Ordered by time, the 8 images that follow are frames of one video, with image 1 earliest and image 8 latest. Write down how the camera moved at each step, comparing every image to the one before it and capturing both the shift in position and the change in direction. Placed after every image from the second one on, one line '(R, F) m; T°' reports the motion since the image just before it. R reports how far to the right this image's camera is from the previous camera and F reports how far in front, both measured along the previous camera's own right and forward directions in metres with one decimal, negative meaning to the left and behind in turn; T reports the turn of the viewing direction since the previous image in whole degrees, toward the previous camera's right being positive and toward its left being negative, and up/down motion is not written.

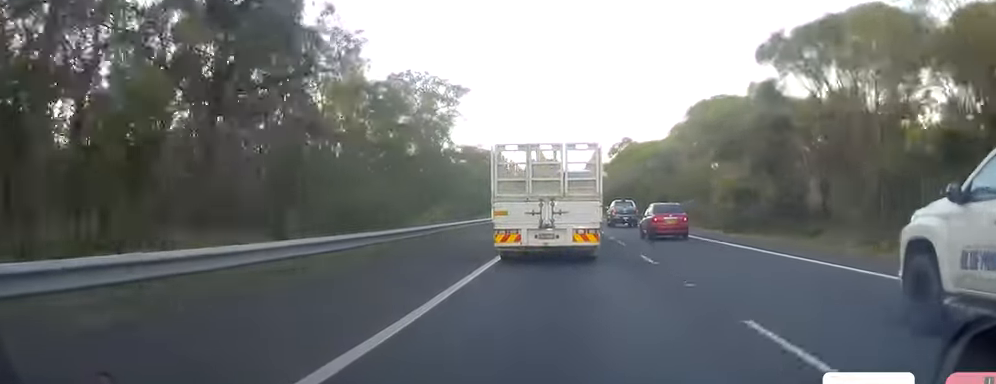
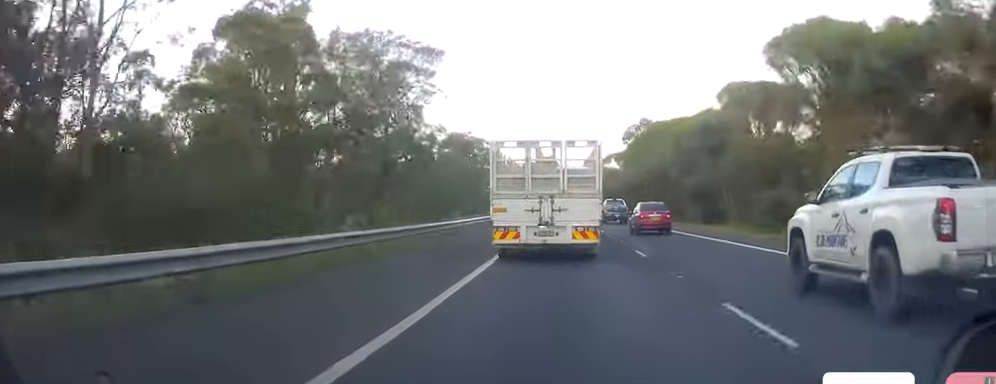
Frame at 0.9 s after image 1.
(-0.1, +22.4) m; +1°
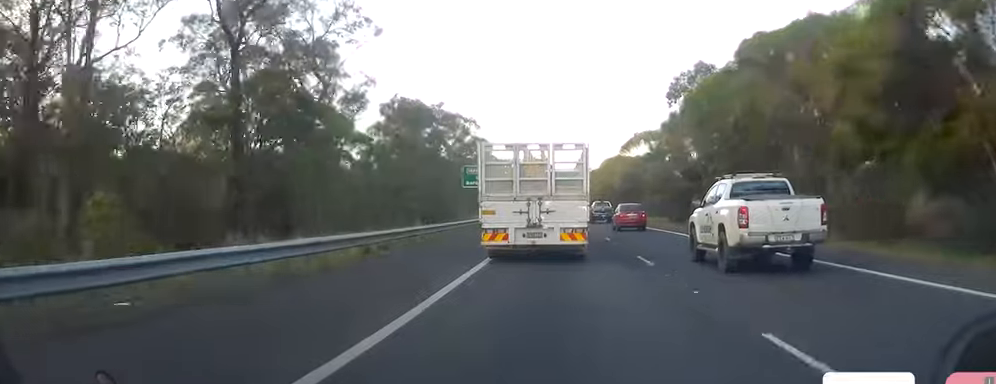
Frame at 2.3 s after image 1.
(+0.3, +38.0) m; -2°
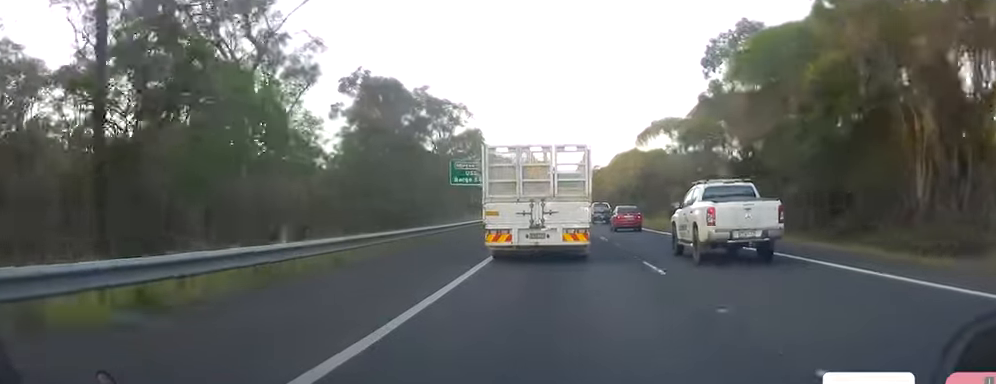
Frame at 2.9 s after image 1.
(-0.6, +13.8) m; -1°
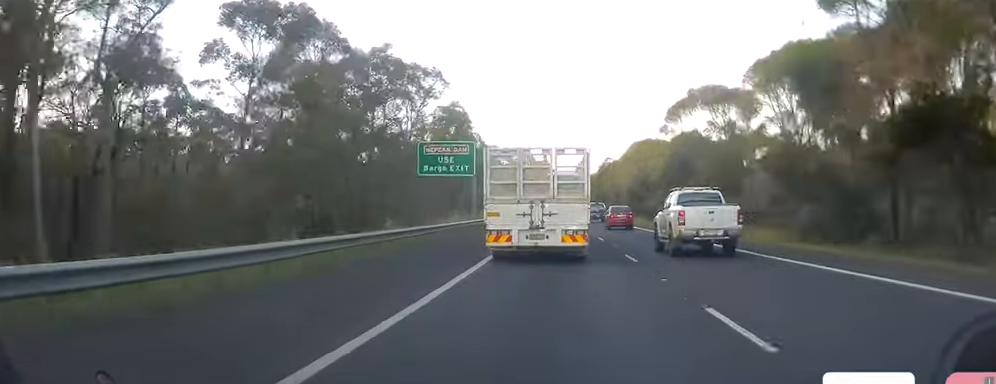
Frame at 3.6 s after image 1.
(+0.1, +19.8) m; 0°
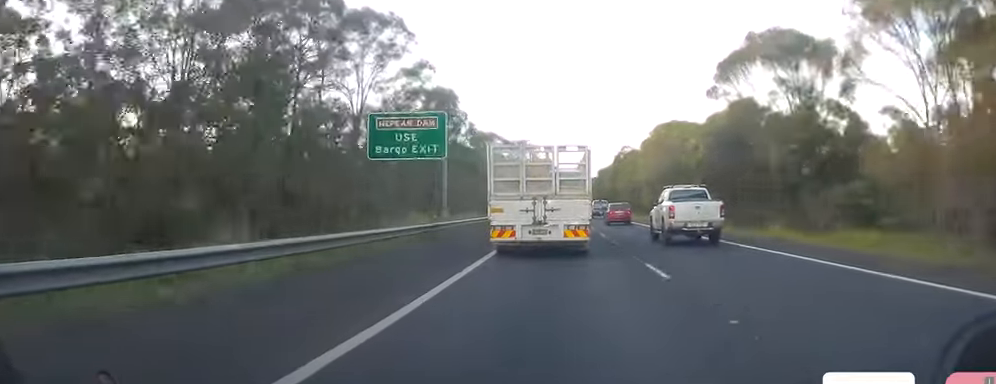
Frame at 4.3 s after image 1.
(+0.2, +17.3) m; 0°
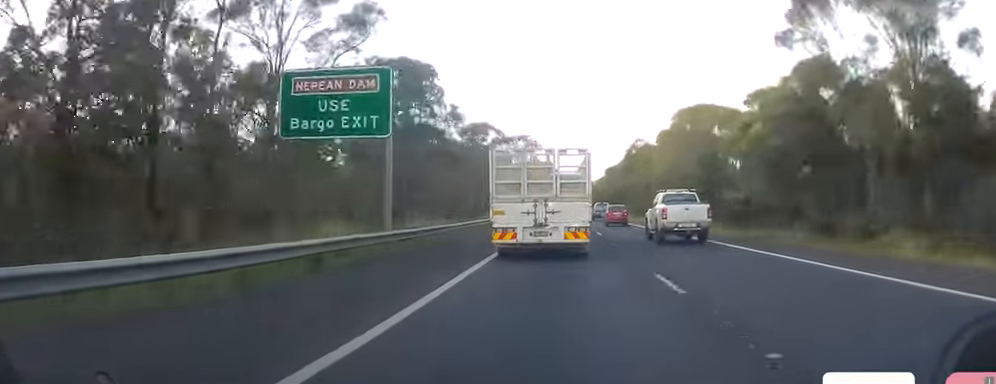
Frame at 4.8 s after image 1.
(-0.2, +13.9) m; 0°
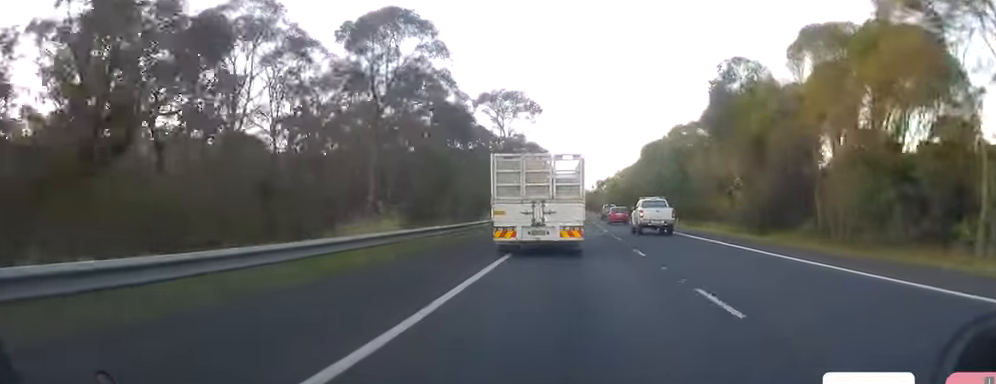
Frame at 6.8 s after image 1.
(-0.5, +50.2) m; -1°
